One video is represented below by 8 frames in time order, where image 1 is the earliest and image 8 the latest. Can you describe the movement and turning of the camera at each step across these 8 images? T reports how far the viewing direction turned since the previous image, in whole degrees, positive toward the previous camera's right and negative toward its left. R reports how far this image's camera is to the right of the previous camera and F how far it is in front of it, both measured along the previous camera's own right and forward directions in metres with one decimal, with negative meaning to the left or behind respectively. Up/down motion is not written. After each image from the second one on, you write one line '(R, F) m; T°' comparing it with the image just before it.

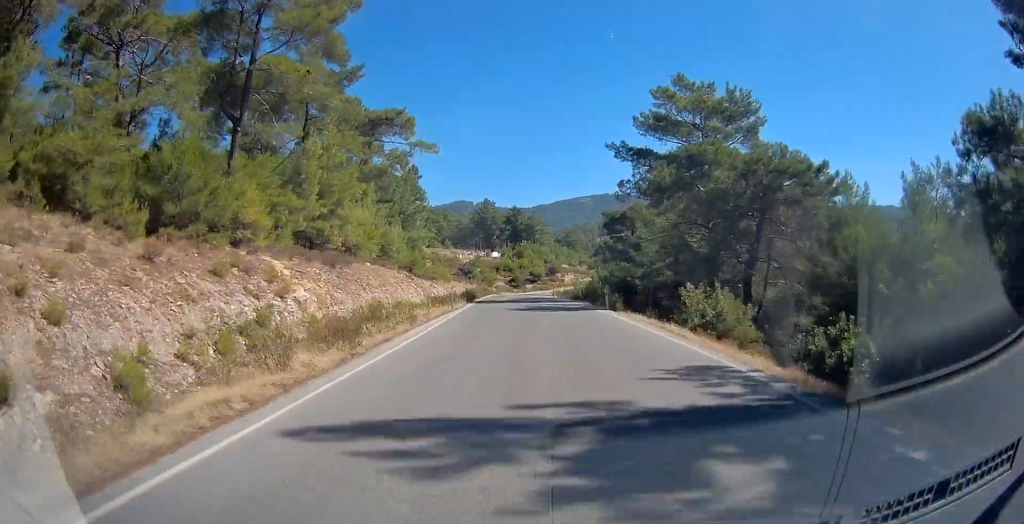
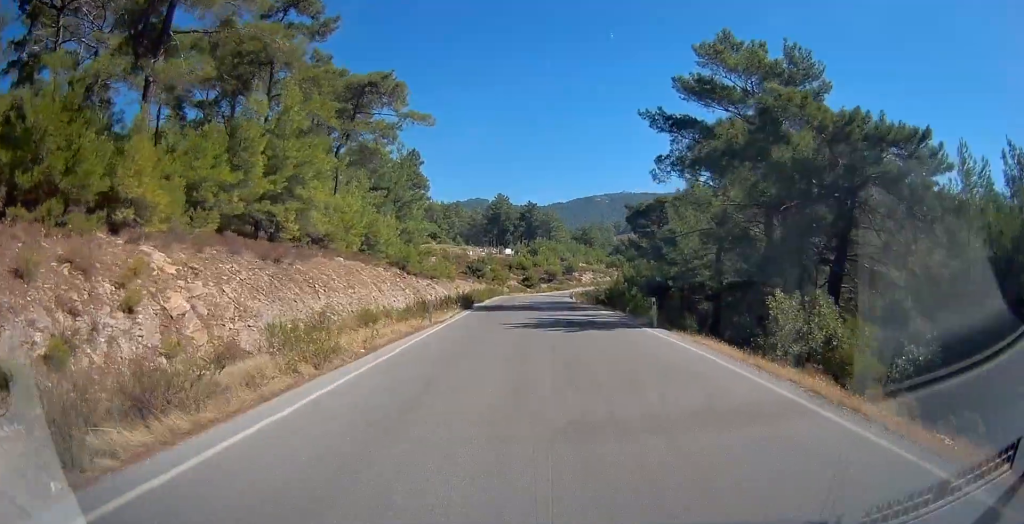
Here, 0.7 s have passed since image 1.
(-0.2, +8.2) m; -2°
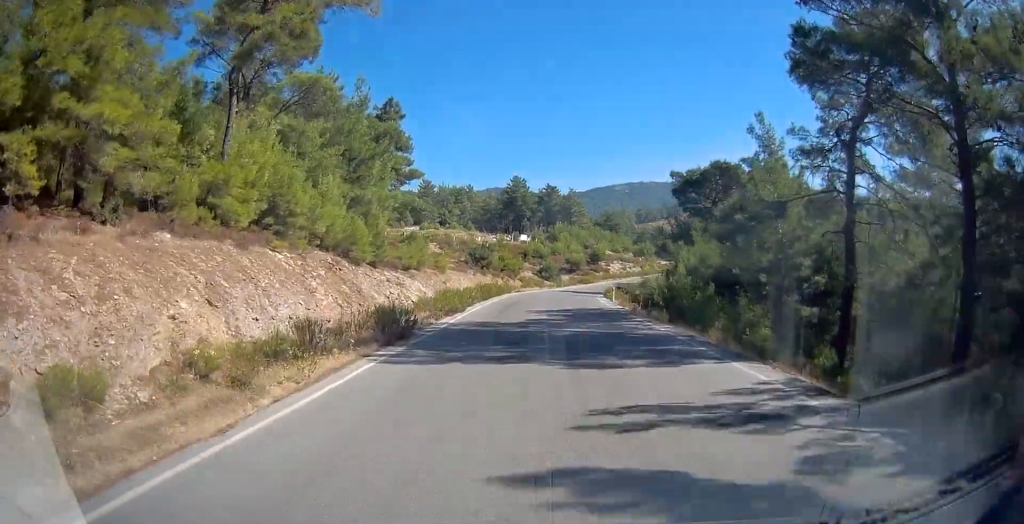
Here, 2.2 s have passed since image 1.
(-0.4, +16.6) m; -3°
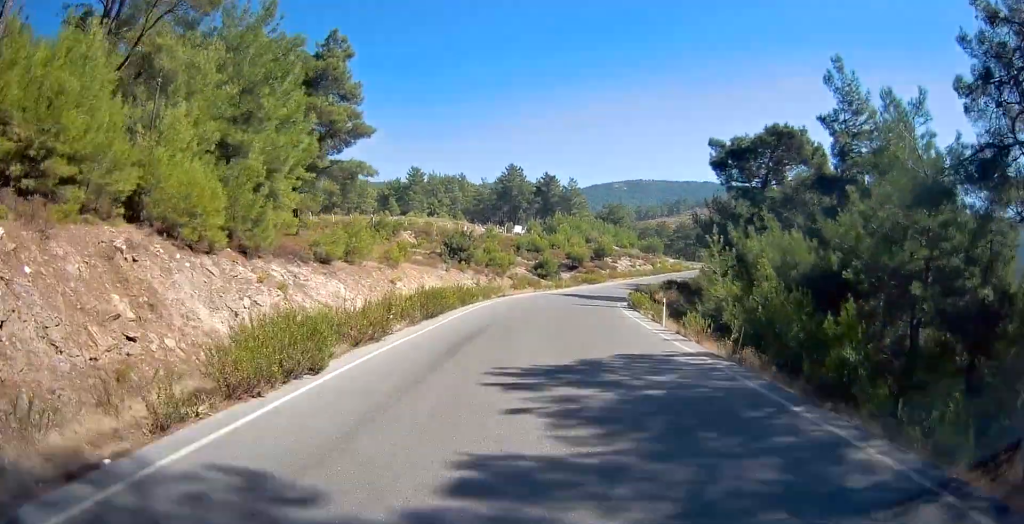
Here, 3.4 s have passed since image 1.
(-0.1, +13.9) m; +1°
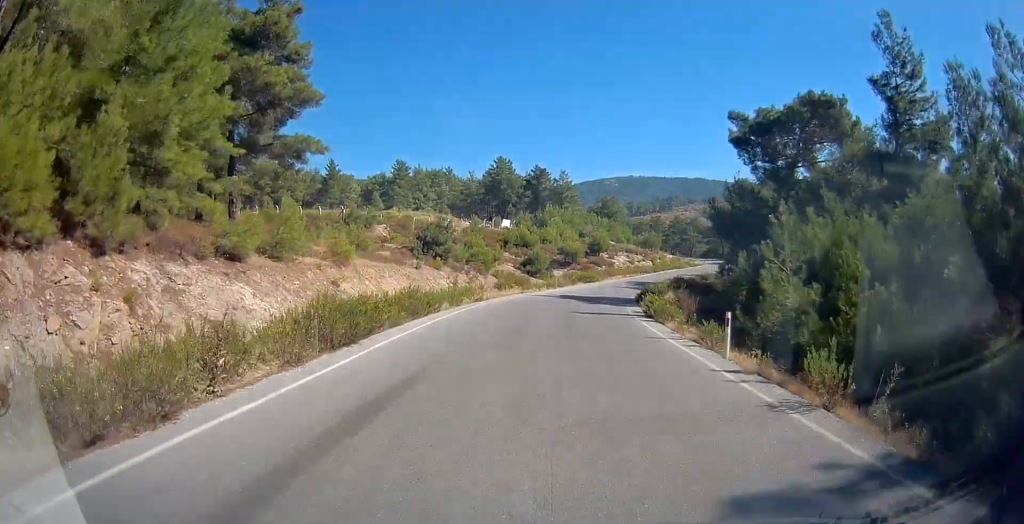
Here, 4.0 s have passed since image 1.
(+0.1, +7.0) m; +1°
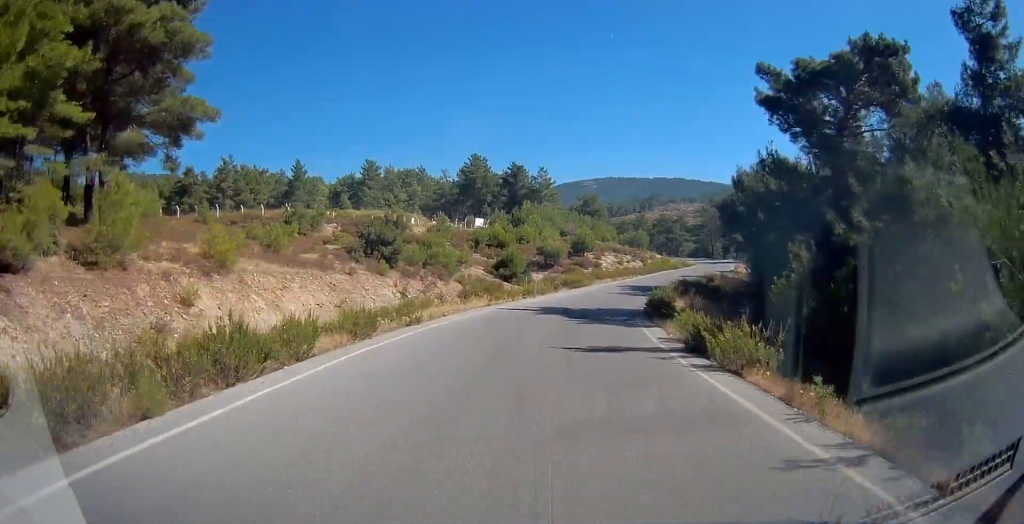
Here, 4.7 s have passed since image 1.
(+0.2, +8.9) m; +2°
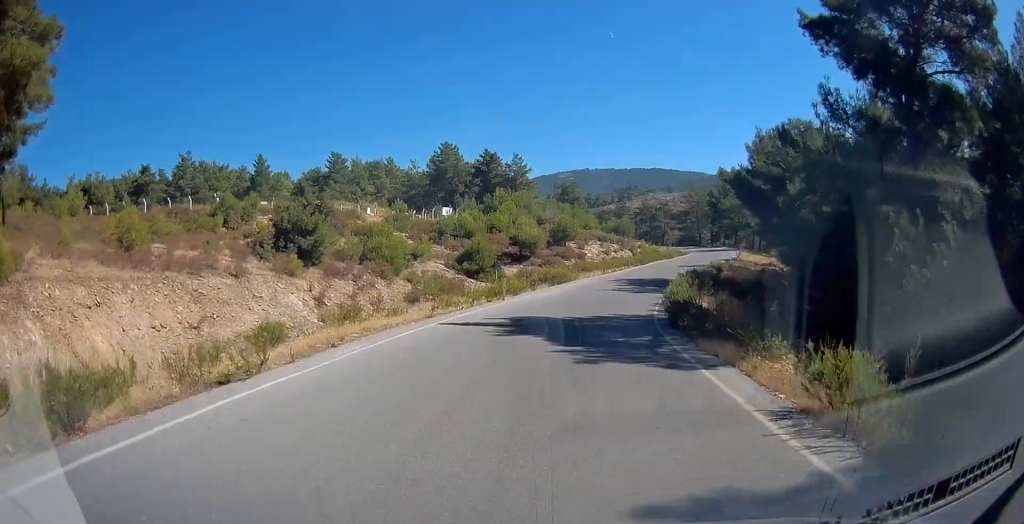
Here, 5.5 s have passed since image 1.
(+0.1, +8.7) m; +2°
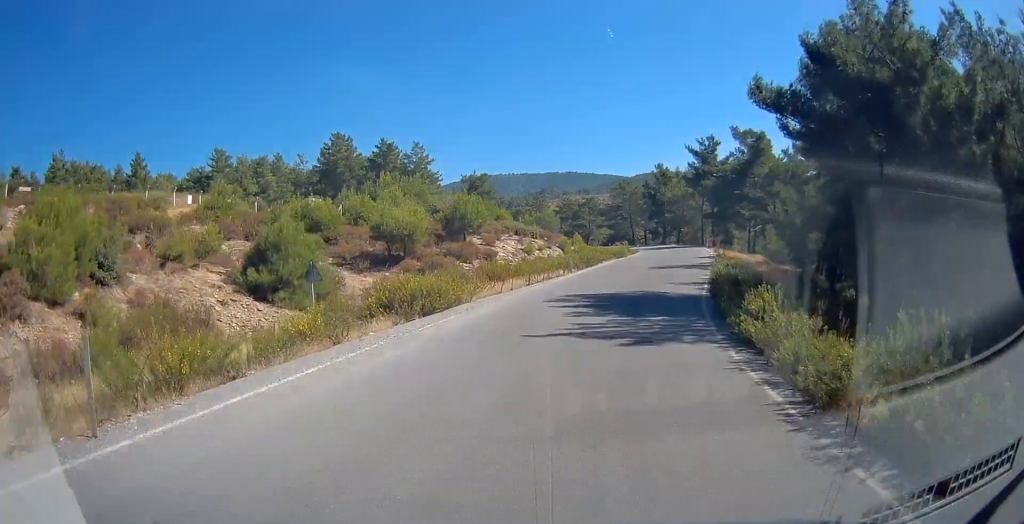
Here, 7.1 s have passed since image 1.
(+0.9, +19.4) m; +8°
